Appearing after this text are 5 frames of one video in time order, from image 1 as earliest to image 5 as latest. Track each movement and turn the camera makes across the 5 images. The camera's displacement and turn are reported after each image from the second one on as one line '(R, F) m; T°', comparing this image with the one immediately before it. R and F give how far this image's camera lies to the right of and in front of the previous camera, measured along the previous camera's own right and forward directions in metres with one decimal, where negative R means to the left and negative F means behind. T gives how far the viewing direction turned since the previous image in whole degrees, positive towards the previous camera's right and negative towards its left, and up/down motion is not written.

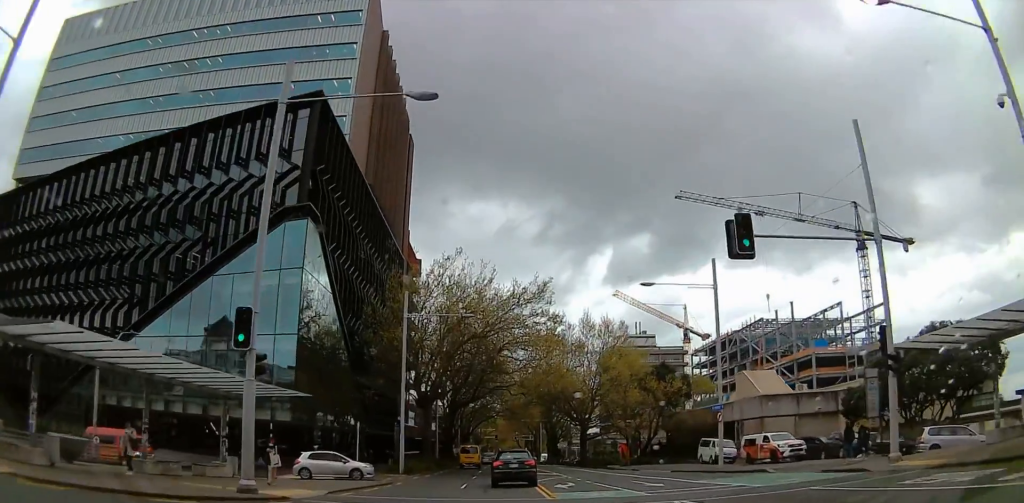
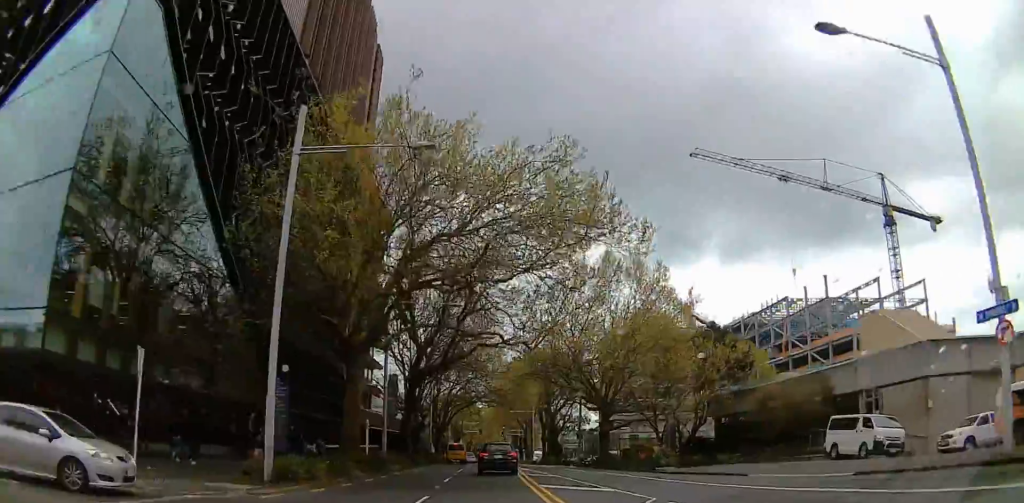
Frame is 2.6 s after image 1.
(-1.6, +22.6) m; +2°
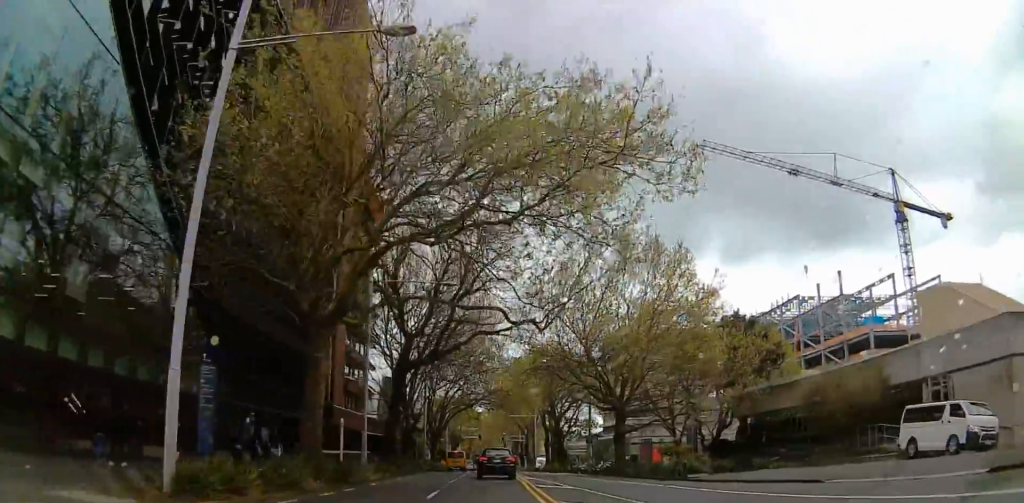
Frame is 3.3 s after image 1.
(+0.8, +5.1) m; +5°
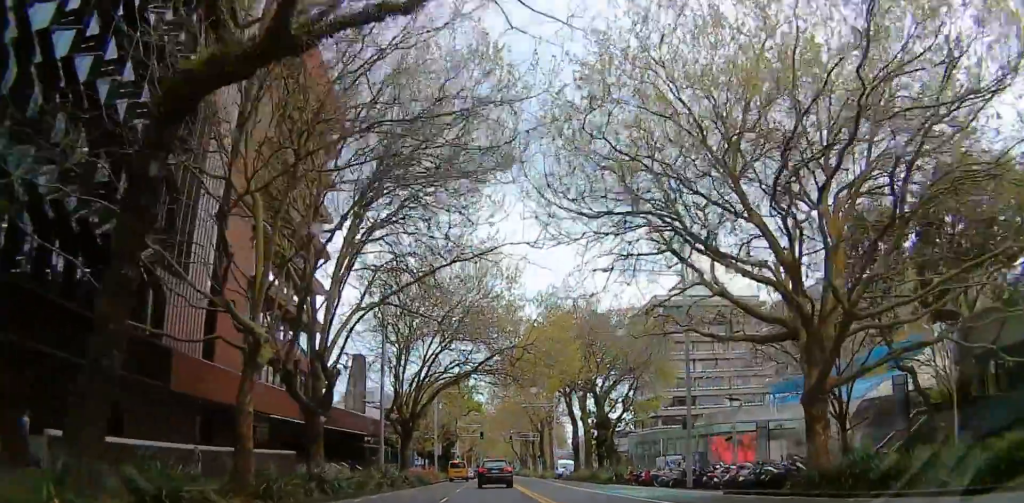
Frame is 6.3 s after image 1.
(-1.0, +27.2) m; +4°
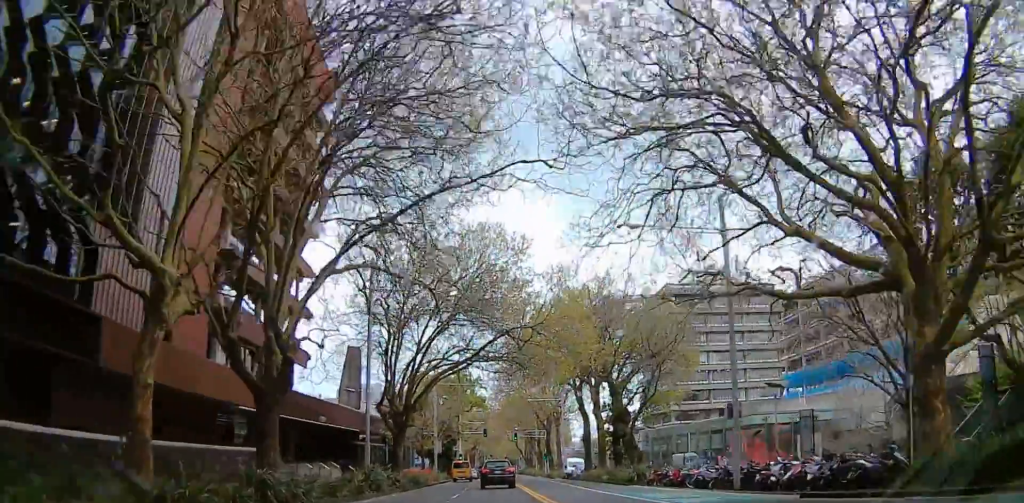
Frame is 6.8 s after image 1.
(+0.2, +5.3) m; +4°
